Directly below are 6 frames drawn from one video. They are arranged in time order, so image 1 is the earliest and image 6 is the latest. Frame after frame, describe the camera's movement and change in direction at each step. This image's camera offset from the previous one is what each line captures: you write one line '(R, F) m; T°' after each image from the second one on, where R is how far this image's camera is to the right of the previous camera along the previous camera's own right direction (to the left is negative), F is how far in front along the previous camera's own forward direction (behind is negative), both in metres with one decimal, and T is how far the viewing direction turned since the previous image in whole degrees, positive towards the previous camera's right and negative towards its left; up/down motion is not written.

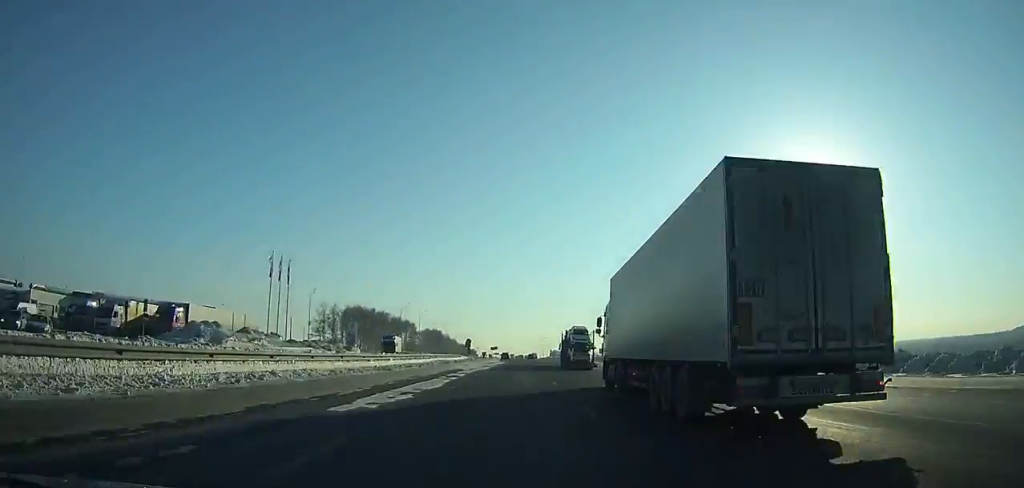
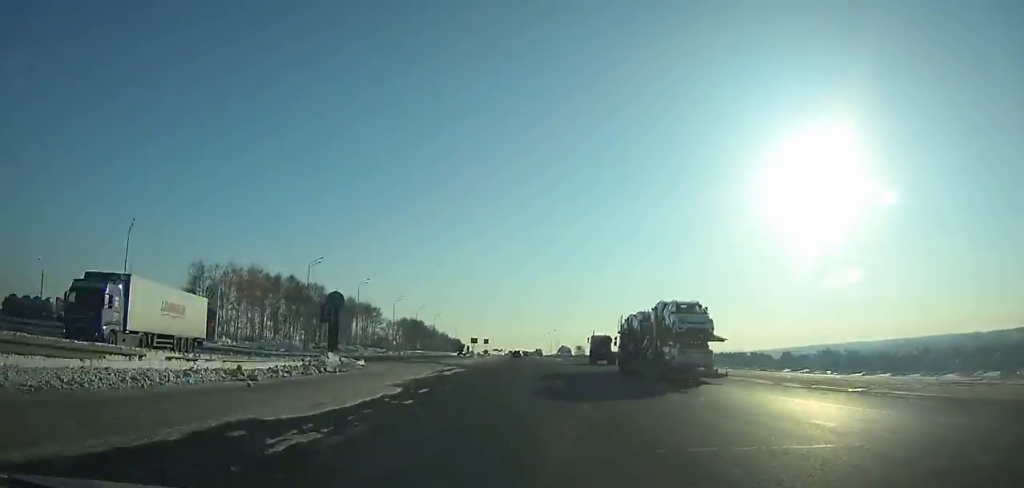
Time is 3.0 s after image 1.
(+0.1, +71.5) m; 0°
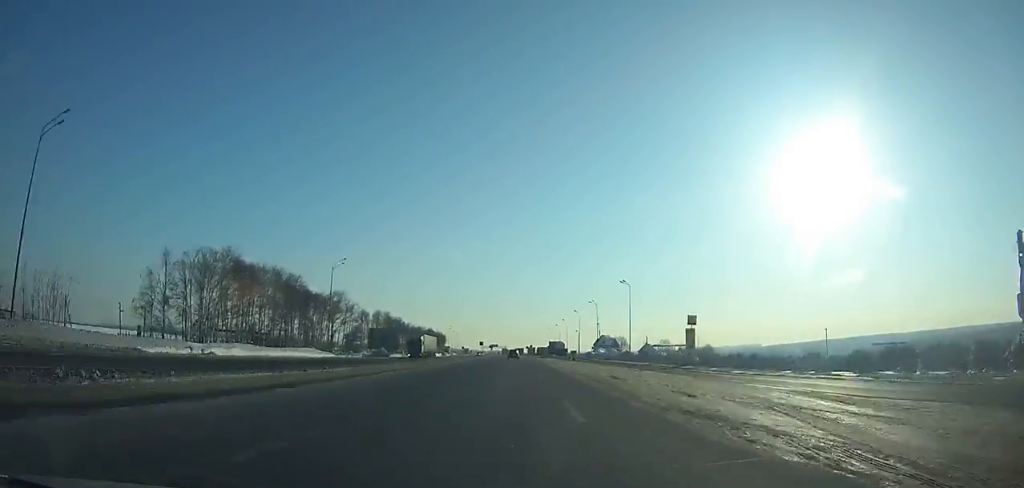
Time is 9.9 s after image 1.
(-0.9, +167.1) m; -1°
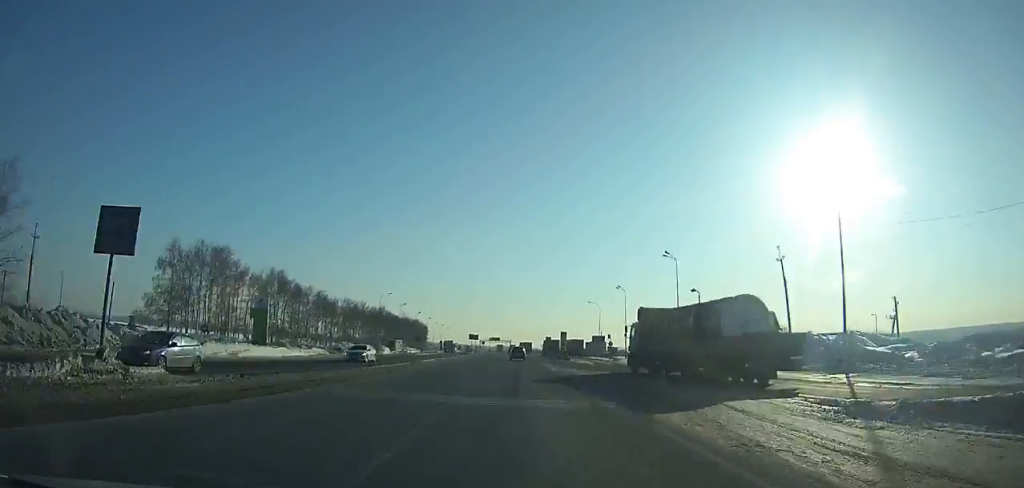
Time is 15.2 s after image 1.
(-1.0, +121.1) m; -1°
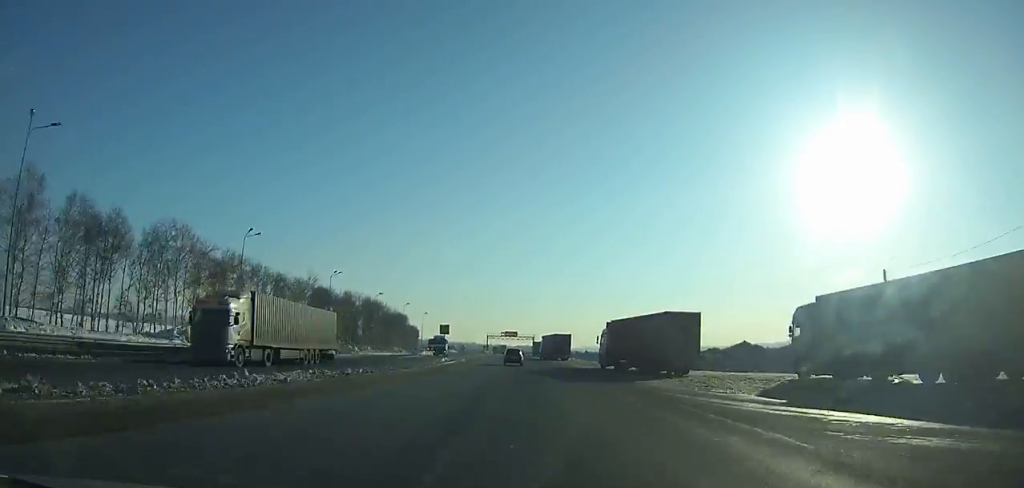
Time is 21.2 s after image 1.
(-2.9, +126.3) m; -3°
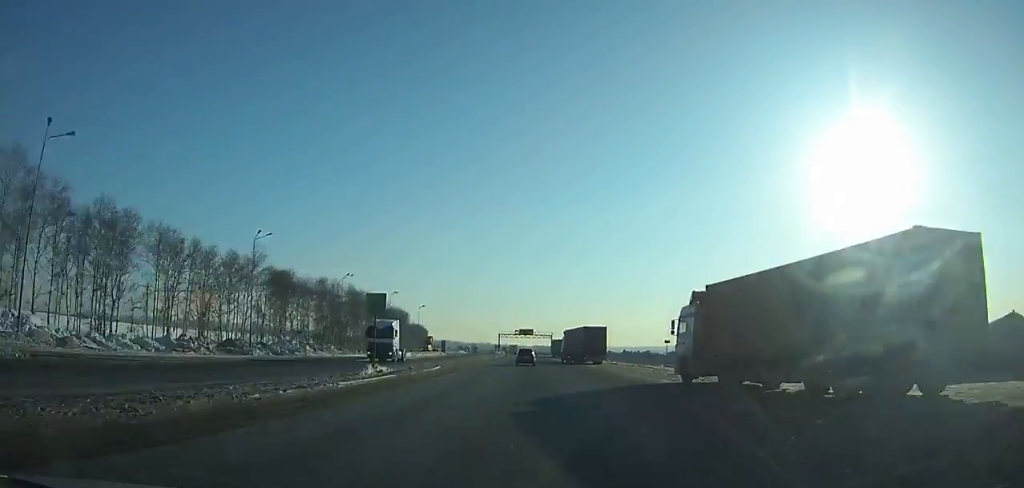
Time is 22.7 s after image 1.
(-0.2, +30.9) m; 0°
